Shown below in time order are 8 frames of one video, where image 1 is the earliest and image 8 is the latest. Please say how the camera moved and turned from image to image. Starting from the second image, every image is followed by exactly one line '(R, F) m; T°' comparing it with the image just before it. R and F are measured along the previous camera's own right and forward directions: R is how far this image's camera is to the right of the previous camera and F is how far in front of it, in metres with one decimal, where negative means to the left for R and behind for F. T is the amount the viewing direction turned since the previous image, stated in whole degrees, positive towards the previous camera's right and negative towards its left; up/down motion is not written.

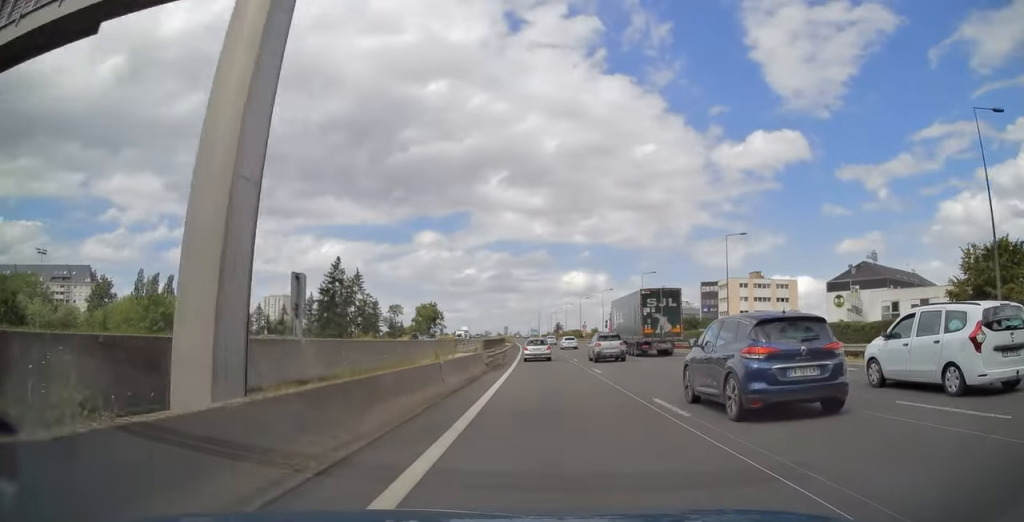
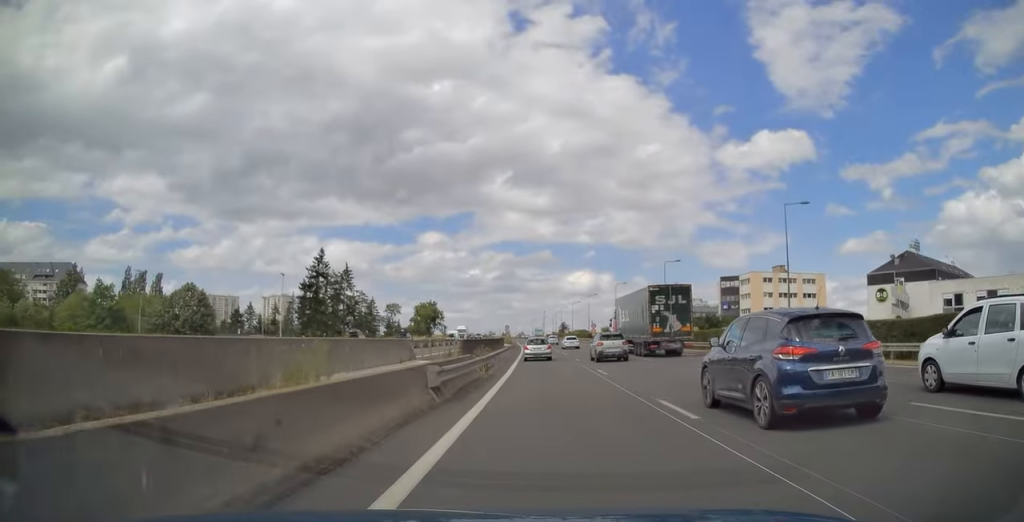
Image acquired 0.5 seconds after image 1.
(-0.1, +13.3) m; 0°
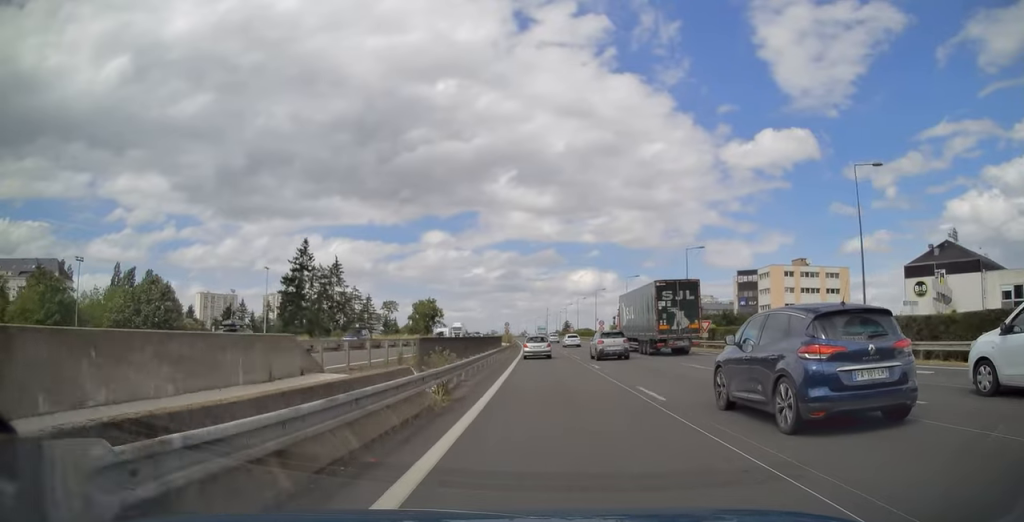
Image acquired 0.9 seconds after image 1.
(0.0, +10.4) m; 0°
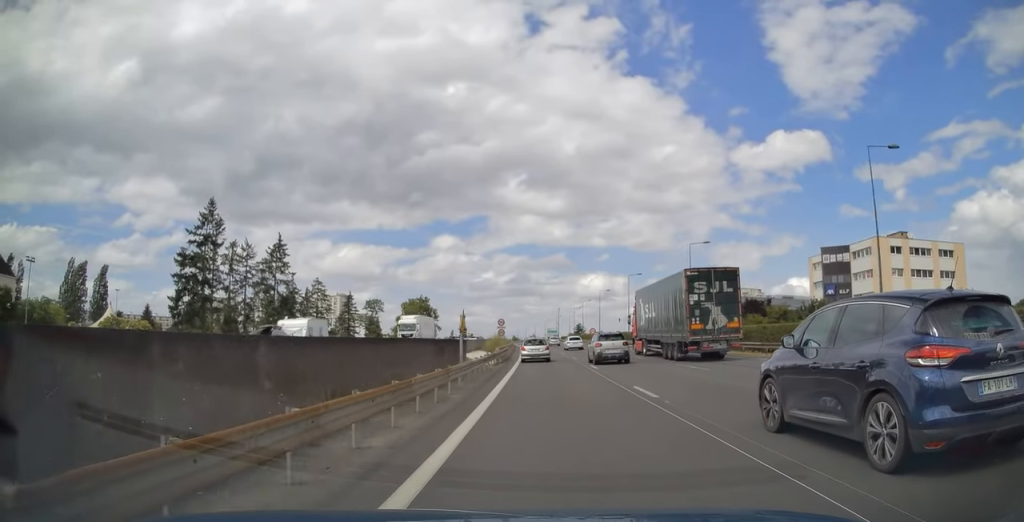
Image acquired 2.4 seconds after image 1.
(-0.3, +37.6) m; -1°
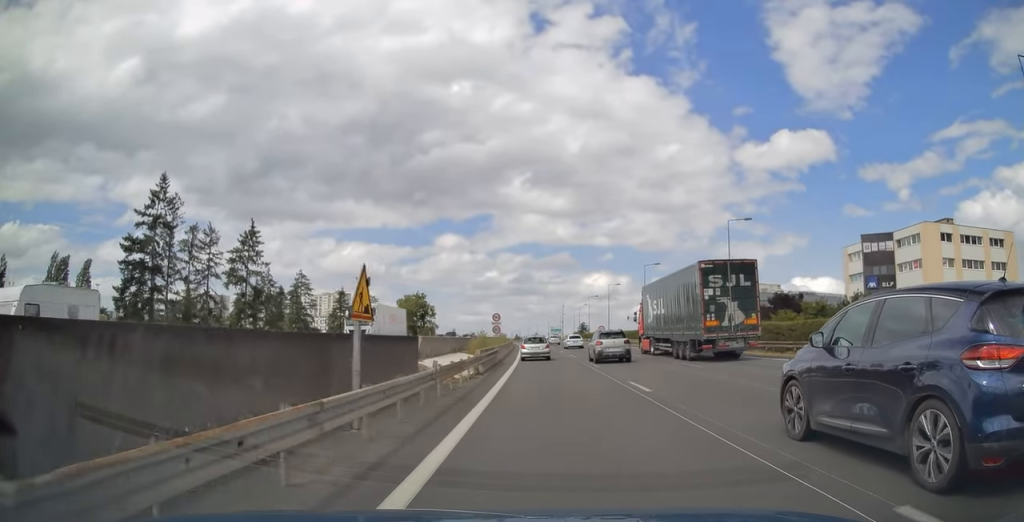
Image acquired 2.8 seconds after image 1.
(0.0, +12.1) m; 0°
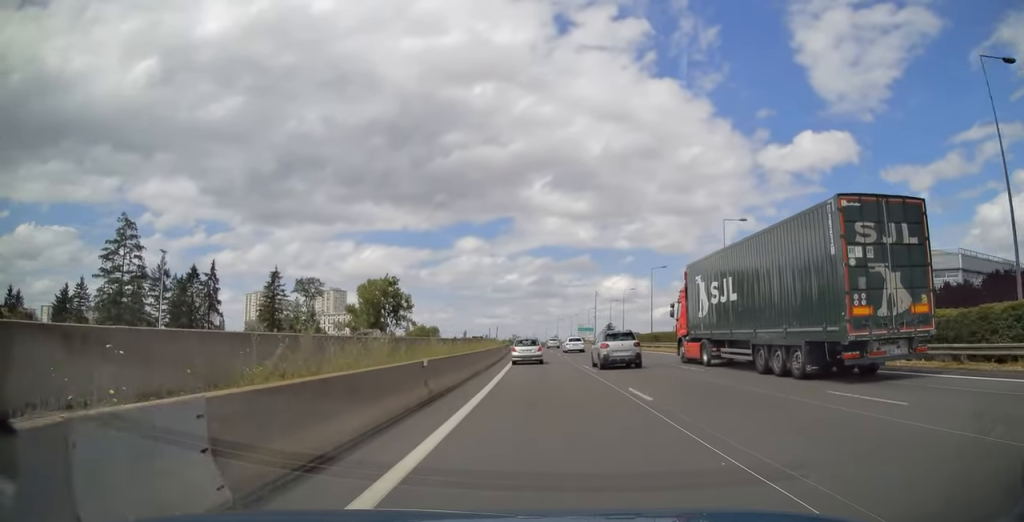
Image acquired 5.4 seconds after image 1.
(-0.8, +66.0) m; -2°
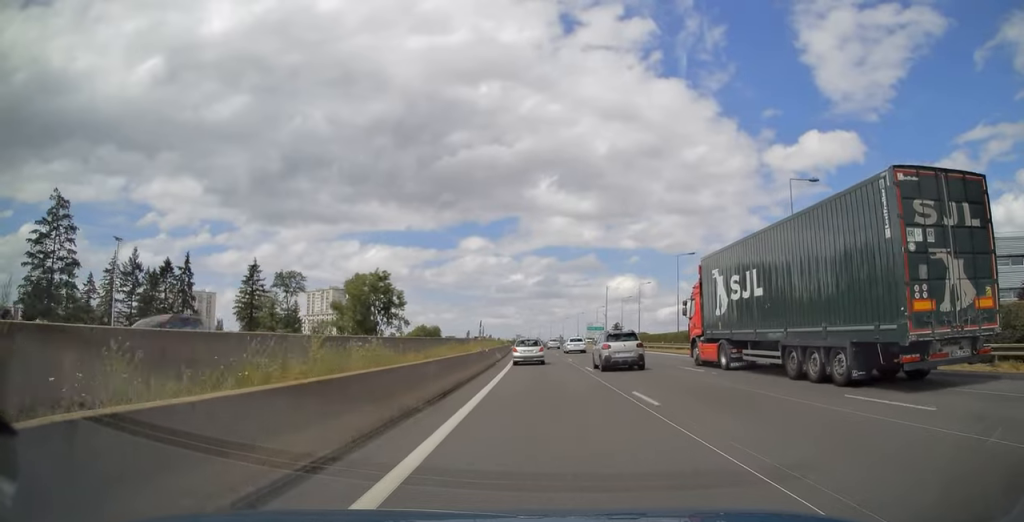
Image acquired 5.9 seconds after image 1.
(-0.1, +13.8) m; 0°
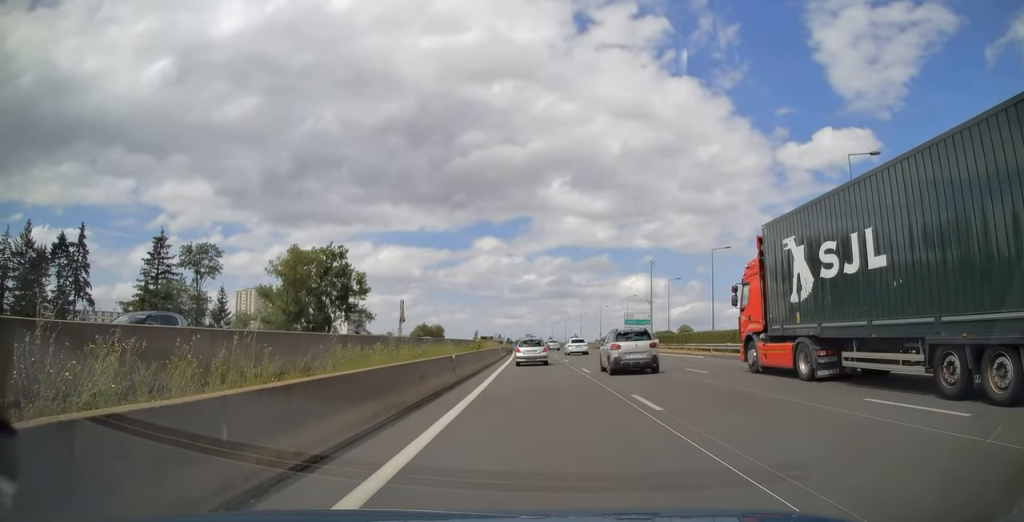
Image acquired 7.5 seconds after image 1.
(-0.2, +39.9) m; -2°
